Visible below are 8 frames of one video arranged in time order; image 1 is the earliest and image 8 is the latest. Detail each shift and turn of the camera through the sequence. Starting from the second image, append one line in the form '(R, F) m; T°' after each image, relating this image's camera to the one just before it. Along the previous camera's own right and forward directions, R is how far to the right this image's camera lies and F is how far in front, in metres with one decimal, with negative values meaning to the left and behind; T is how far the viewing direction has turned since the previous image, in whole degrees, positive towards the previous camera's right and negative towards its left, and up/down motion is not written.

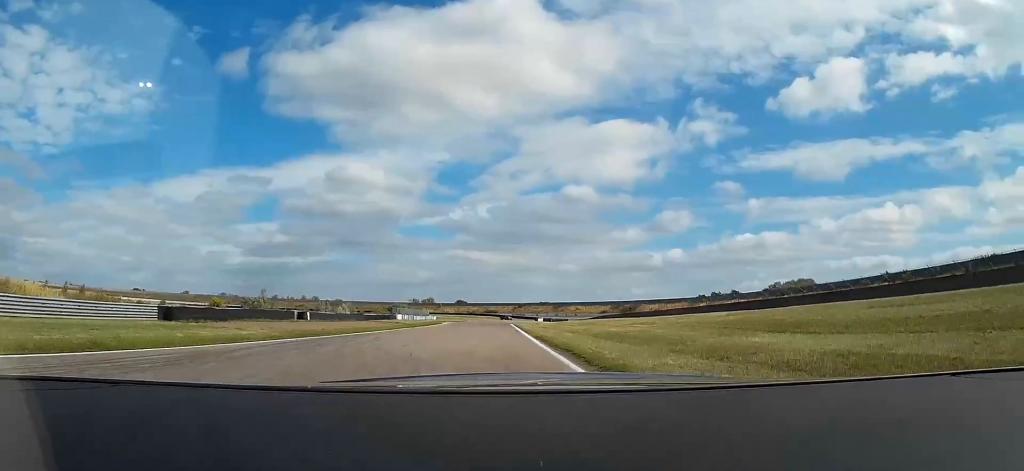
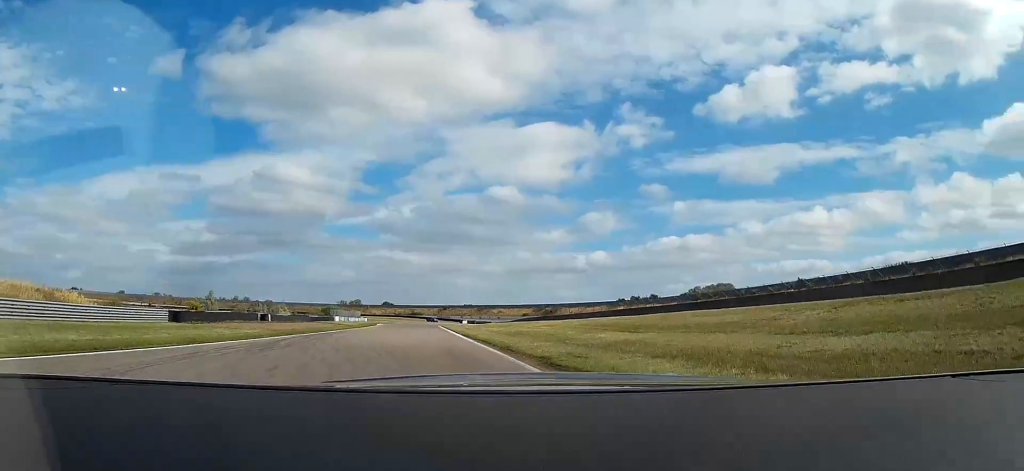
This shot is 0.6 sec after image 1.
(+0.1, +13.2) m; +5°
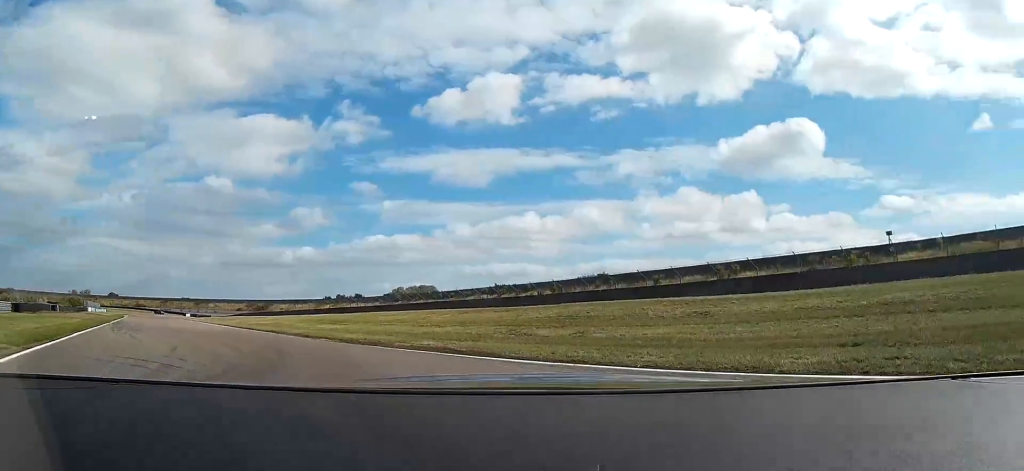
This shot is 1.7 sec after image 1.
(+2.4, +19.9) m; +19°
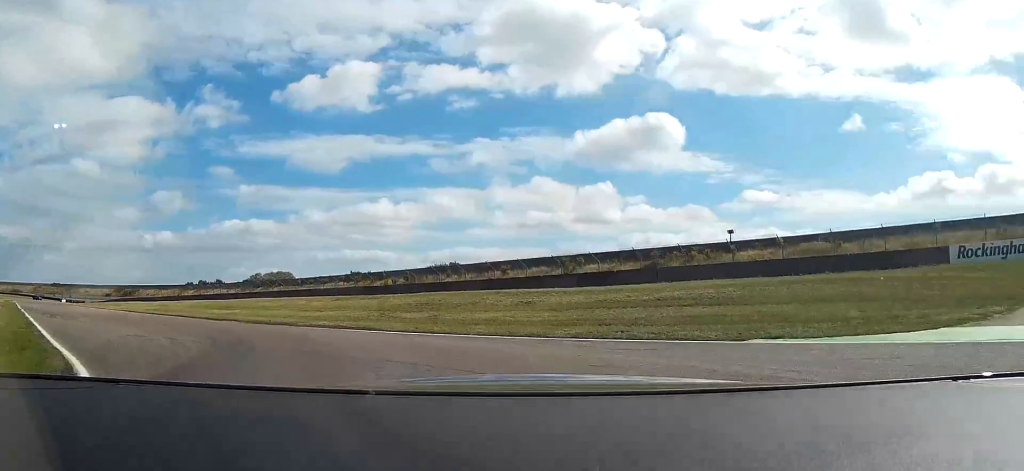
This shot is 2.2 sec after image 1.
(+1.4, +7.8) m; +15°
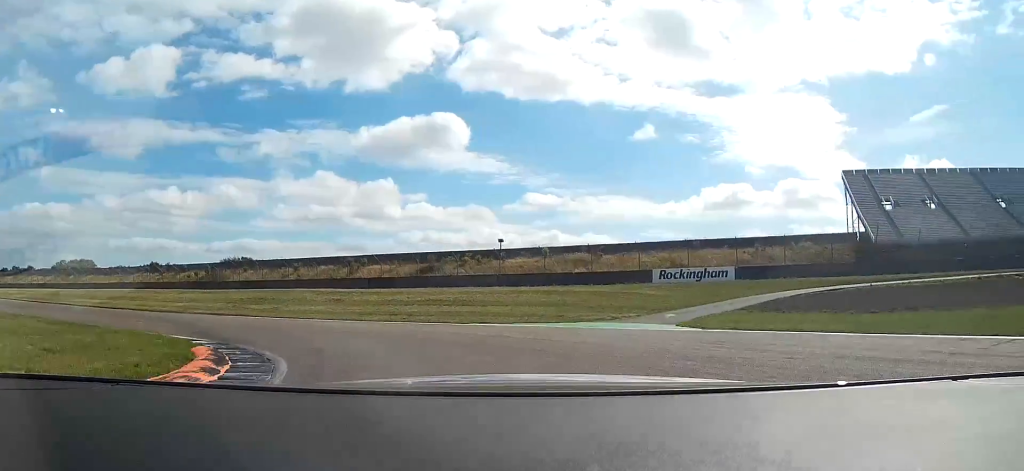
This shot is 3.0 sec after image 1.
(+2.4, +11.9) m; +23°
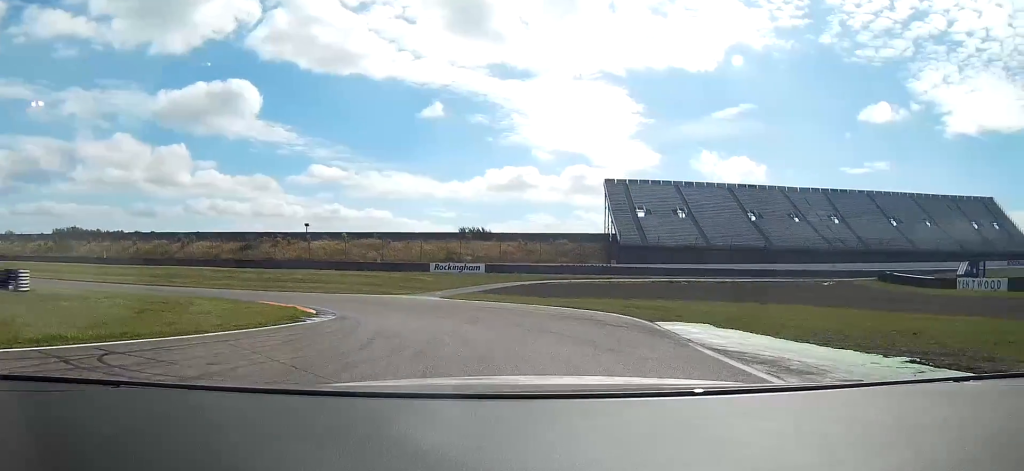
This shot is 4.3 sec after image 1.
(+6.8, +22.2) m; +23°
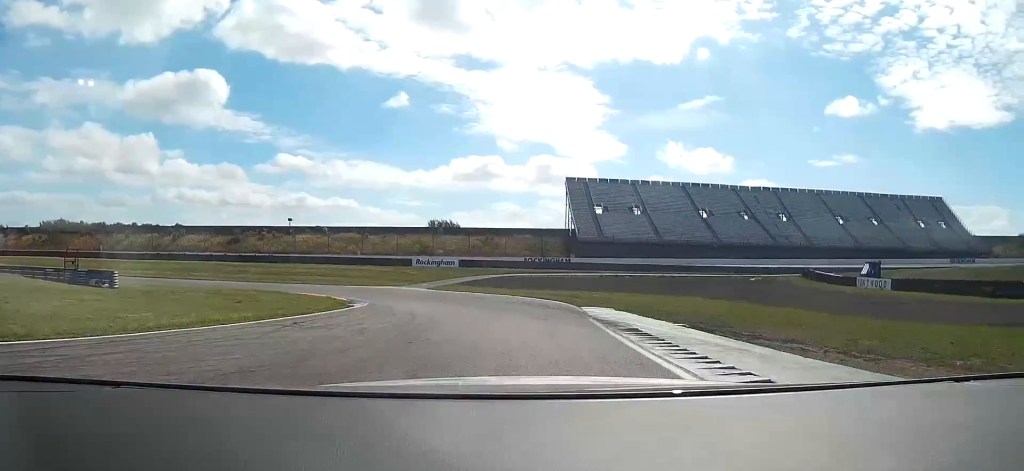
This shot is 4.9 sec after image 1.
(+0.5, +11.5) m; +4°
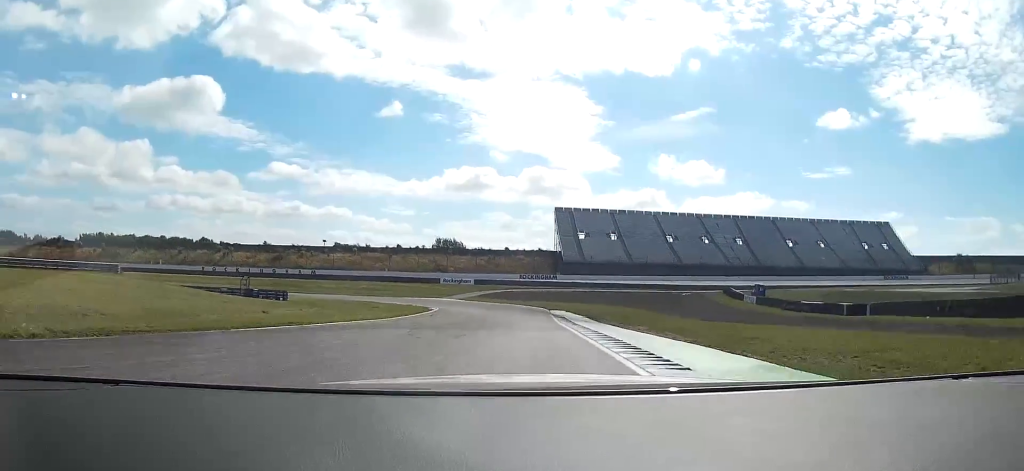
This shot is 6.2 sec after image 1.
(+1.0, +30.1) m; +3°
